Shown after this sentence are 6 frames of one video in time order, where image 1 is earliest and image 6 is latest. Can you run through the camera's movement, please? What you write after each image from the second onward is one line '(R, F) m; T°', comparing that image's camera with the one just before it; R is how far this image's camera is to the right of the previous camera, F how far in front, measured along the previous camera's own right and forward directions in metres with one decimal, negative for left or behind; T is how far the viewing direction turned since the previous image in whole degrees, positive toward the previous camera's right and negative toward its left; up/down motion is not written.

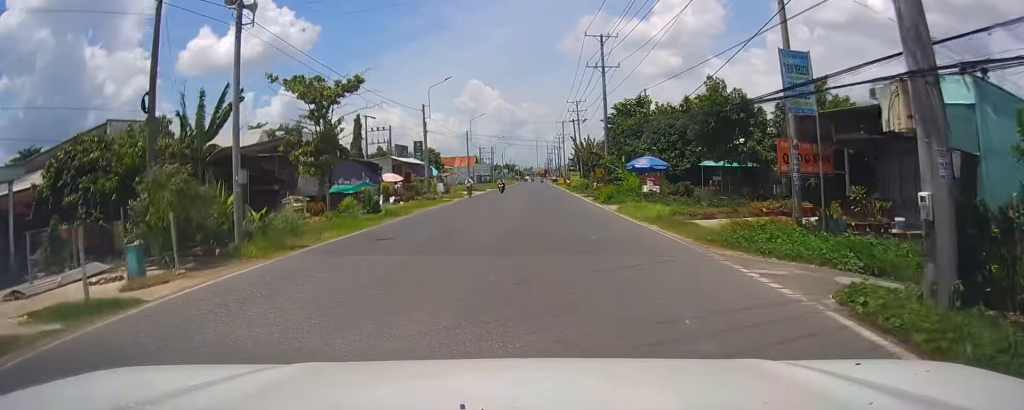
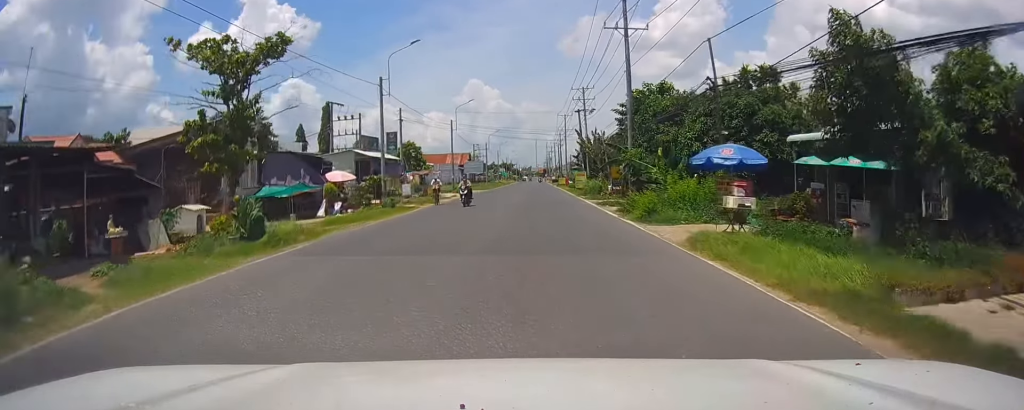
(+0.3, +13.3) m; +2°
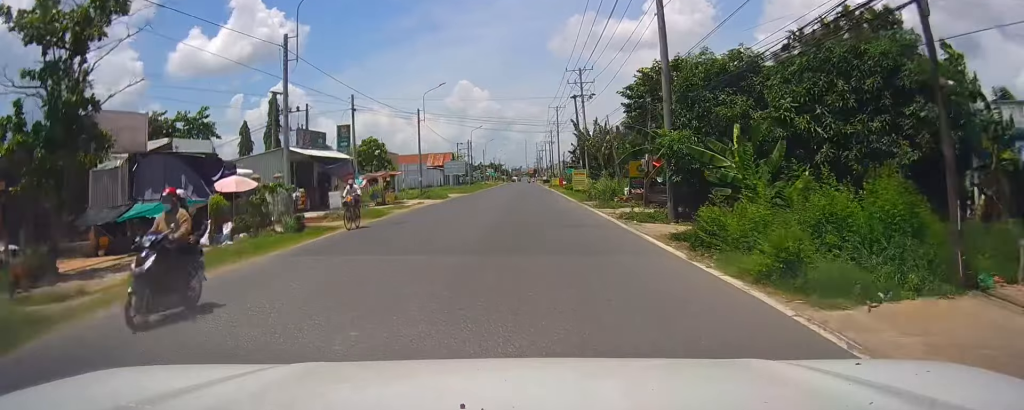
(0.0, +12.6) m; +1°
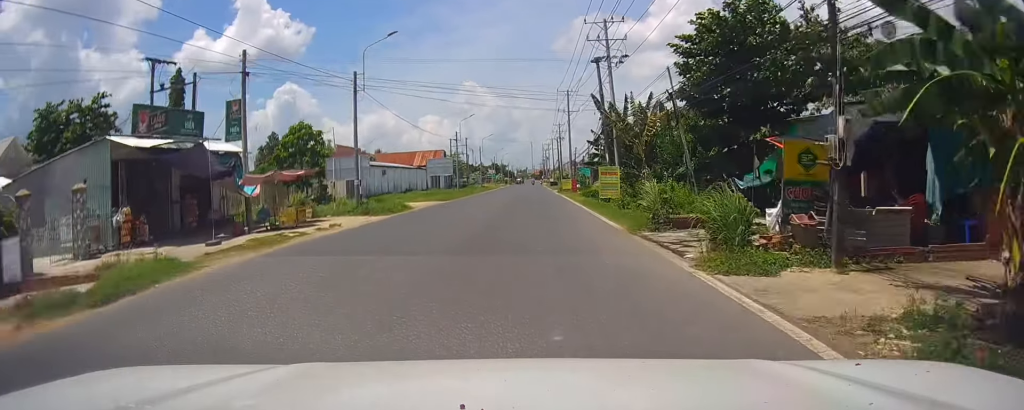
(+0.2, +19.3) m; -1°
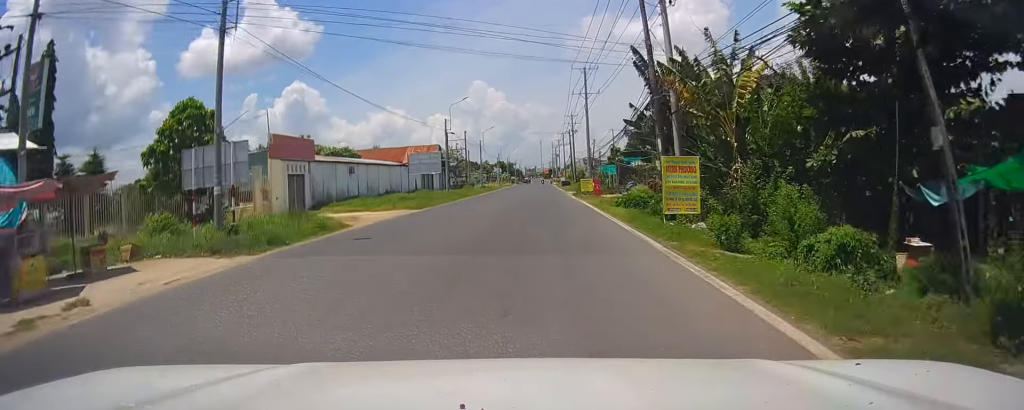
(-0.5, +15.6) m; -3°
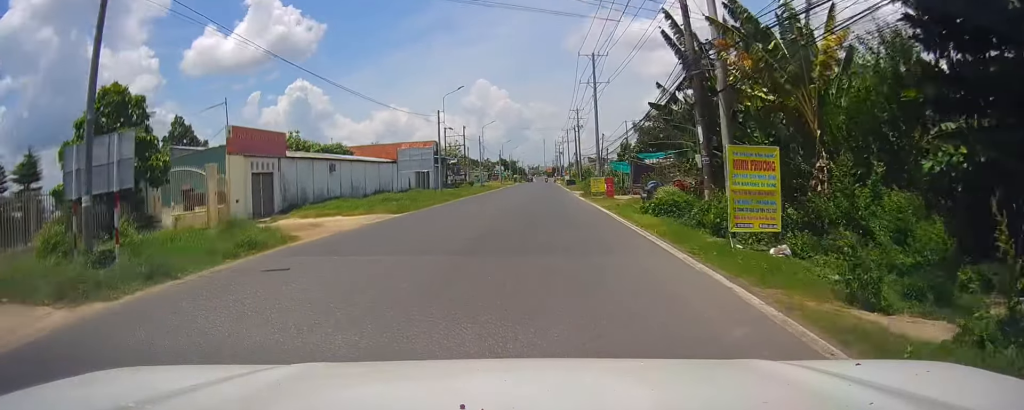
(-0.1, +6.9) m; -1°
